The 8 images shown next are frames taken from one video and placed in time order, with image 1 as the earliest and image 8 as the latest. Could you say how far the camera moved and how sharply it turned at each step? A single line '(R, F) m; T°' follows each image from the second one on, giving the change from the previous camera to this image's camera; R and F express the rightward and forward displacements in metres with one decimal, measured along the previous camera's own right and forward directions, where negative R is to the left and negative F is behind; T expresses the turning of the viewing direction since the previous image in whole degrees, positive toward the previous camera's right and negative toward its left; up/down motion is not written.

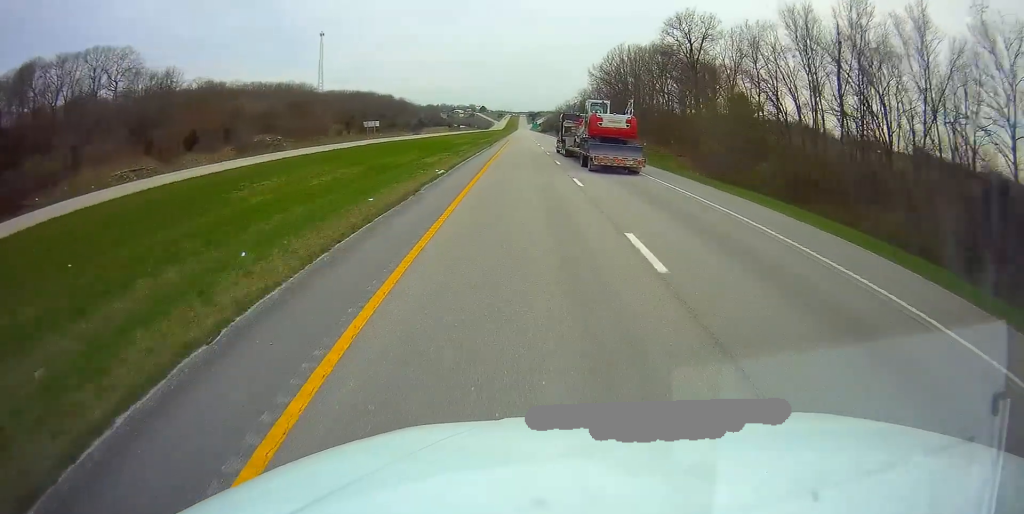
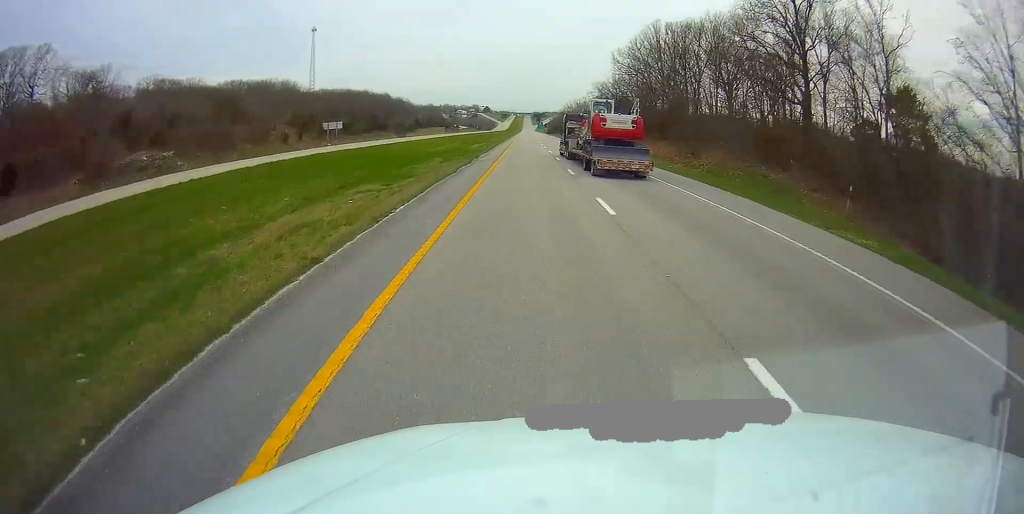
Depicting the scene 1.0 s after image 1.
(0.0, +30.9) m; 0°
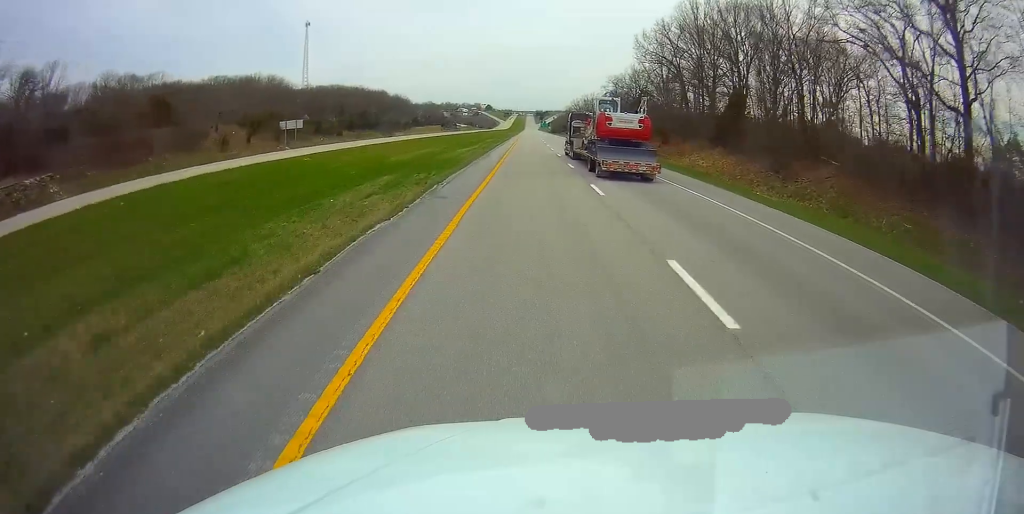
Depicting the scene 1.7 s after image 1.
(0.0, +20.6) m; 0°
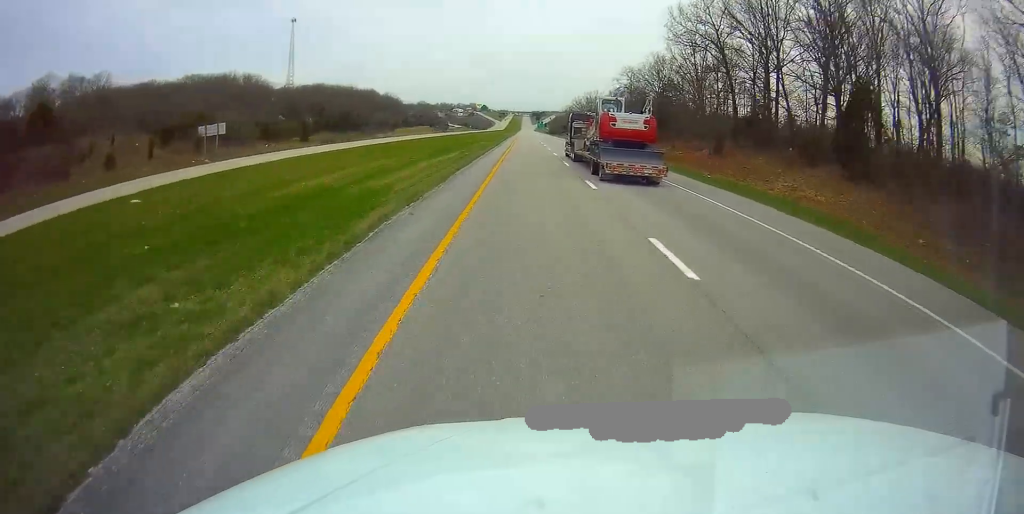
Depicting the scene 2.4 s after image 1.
(-0.2, +22.7) m; 0°
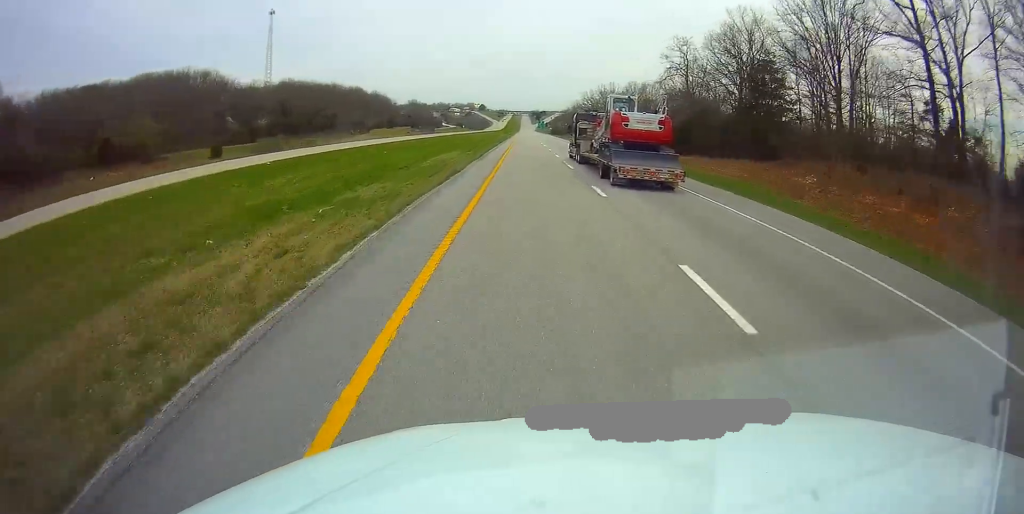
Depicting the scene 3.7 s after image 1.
(+0.3, +39.1) m; +1°
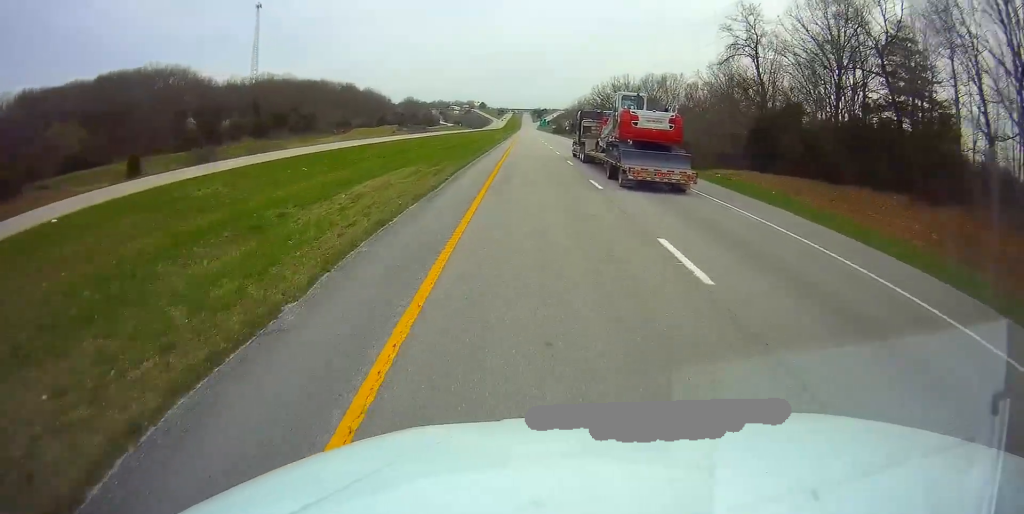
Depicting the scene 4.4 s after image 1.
(+0.2, +22.6) m; 0°
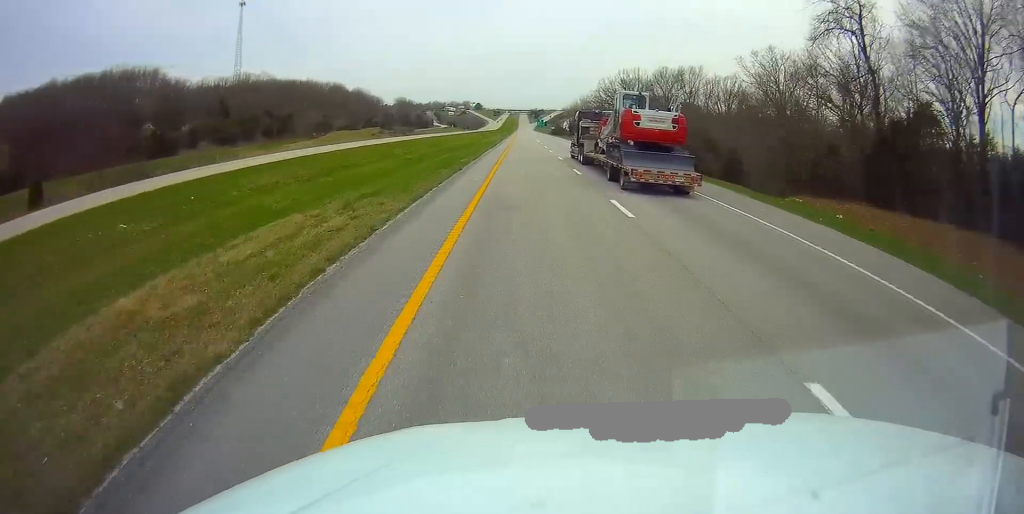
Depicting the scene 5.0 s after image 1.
(0.0, +18.6) m; 0°
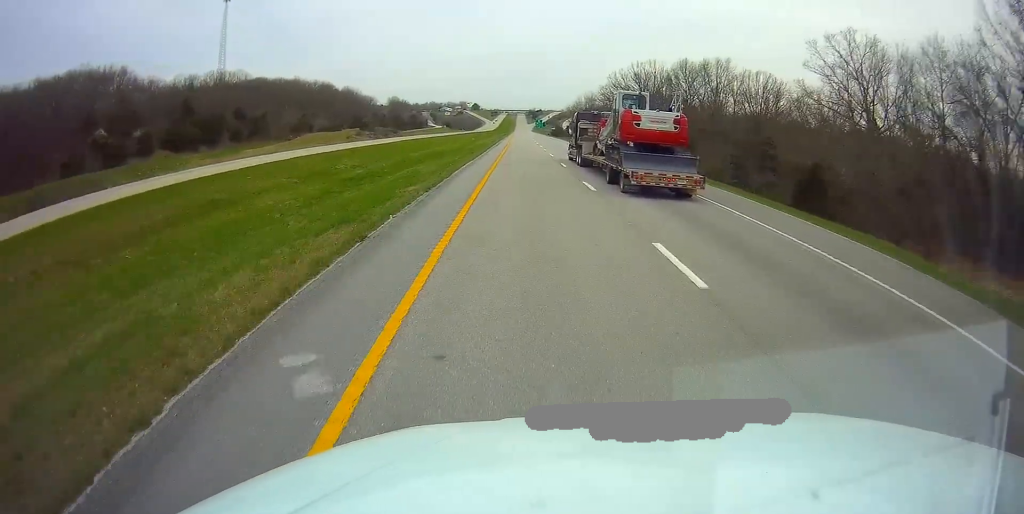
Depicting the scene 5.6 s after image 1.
(0.0, +18.6) m; 0°
